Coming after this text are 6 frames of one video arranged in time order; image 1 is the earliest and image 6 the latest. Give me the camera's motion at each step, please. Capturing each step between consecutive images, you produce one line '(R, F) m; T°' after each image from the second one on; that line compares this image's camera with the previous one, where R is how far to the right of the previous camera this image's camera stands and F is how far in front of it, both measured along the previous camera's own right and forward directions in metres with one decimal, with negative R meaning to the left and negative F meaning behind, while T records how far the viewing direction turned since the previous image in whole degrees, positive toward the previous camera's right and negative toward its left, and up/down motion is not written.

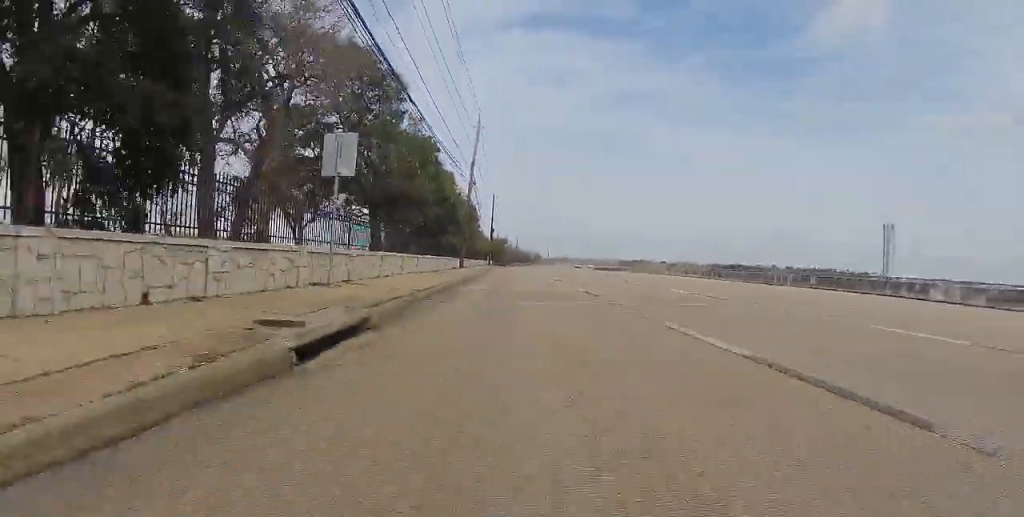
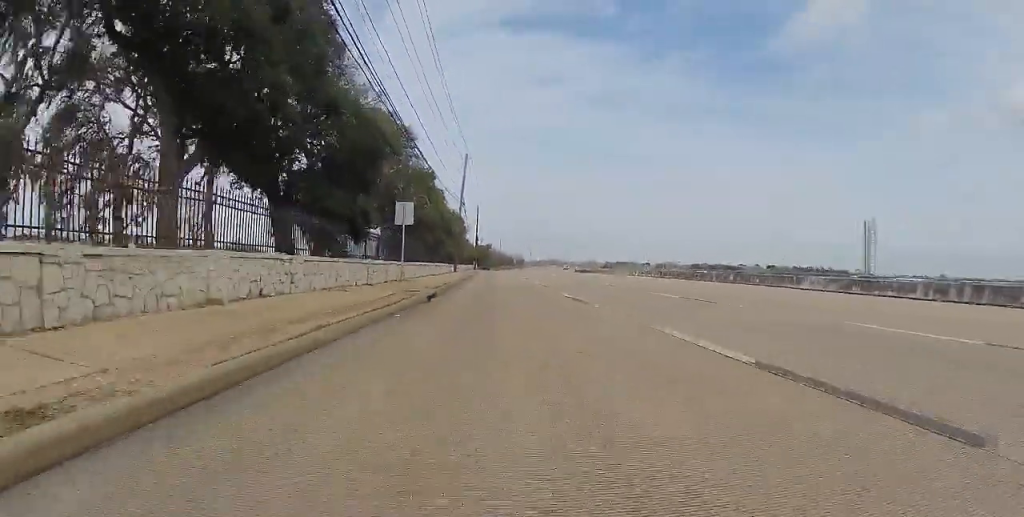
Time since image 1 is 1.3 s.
(-0.2, +11.9) m; 0°
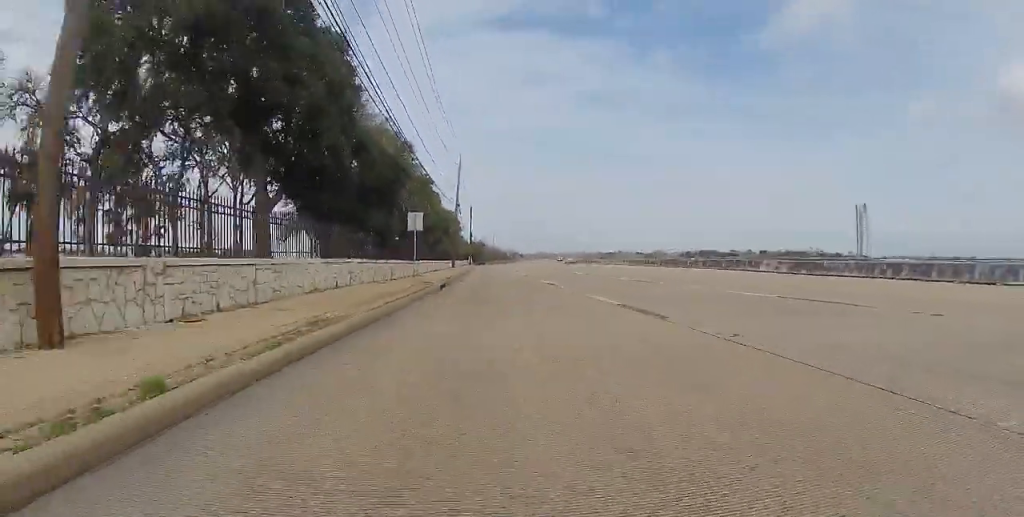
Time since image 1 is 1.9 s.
(+0.1, +5.7) m; +1°
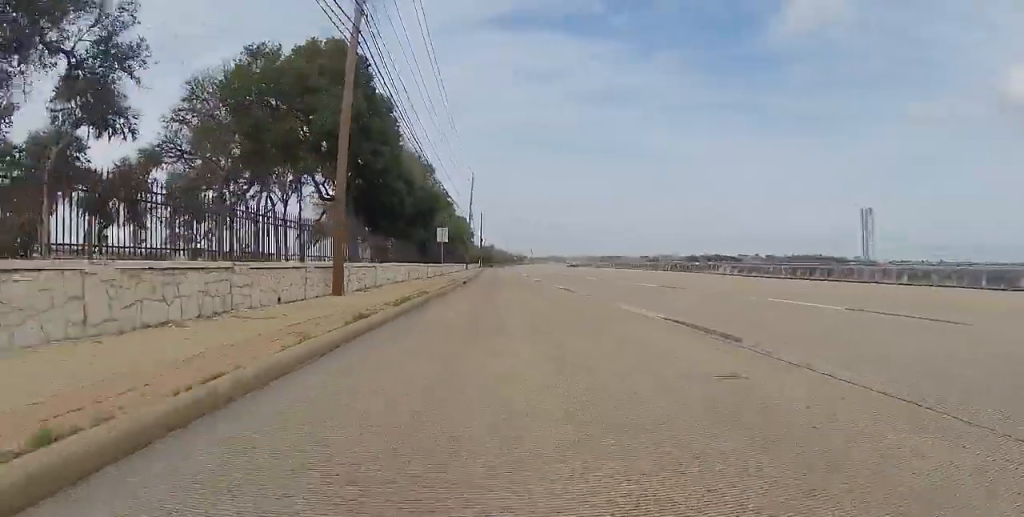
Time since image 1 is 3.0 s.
(+0.1, +9.9) m; 0°
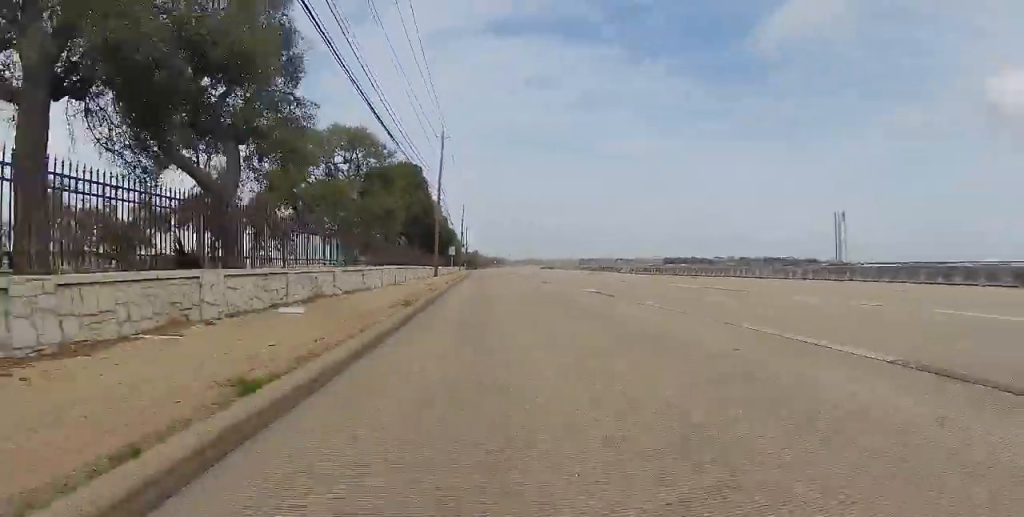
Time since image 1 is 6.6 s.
(+0.9, +31.8) m; +1°
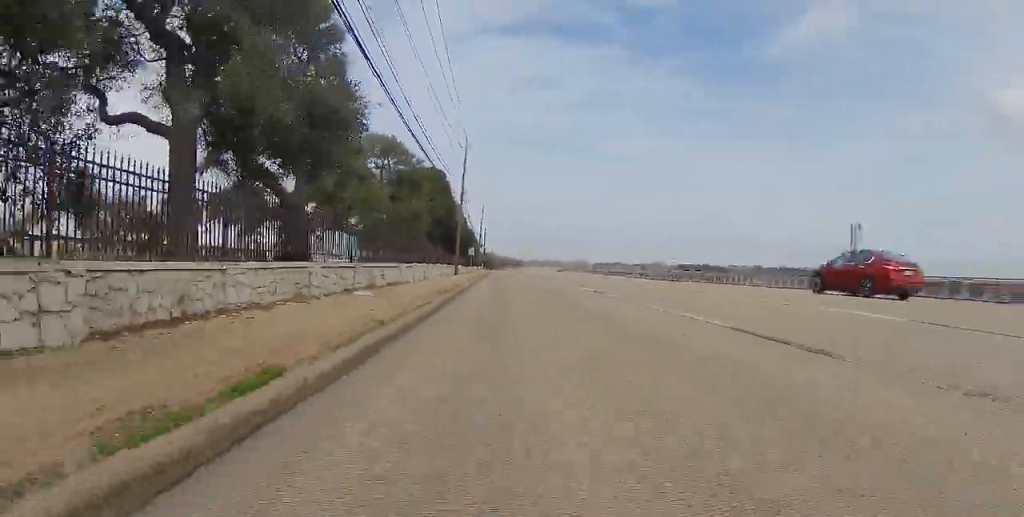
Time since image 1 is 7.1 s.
(-0.1, +3.9) m; -2°
